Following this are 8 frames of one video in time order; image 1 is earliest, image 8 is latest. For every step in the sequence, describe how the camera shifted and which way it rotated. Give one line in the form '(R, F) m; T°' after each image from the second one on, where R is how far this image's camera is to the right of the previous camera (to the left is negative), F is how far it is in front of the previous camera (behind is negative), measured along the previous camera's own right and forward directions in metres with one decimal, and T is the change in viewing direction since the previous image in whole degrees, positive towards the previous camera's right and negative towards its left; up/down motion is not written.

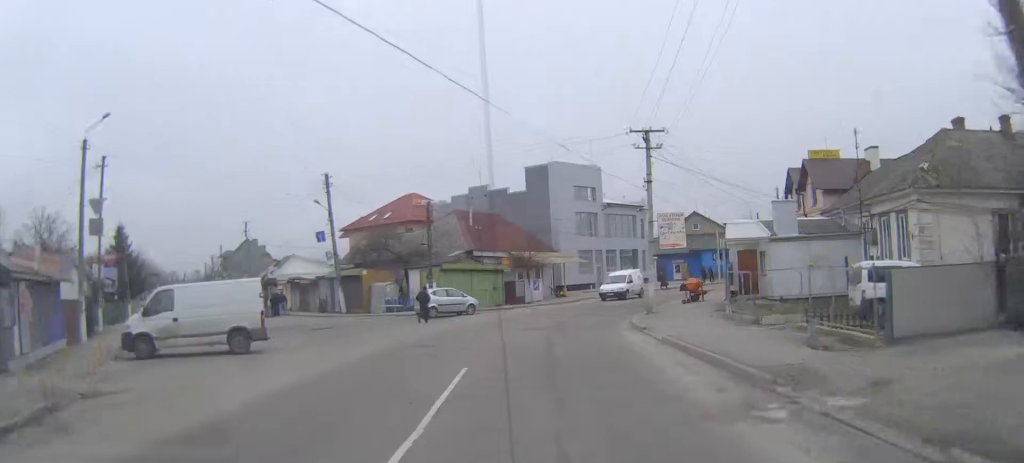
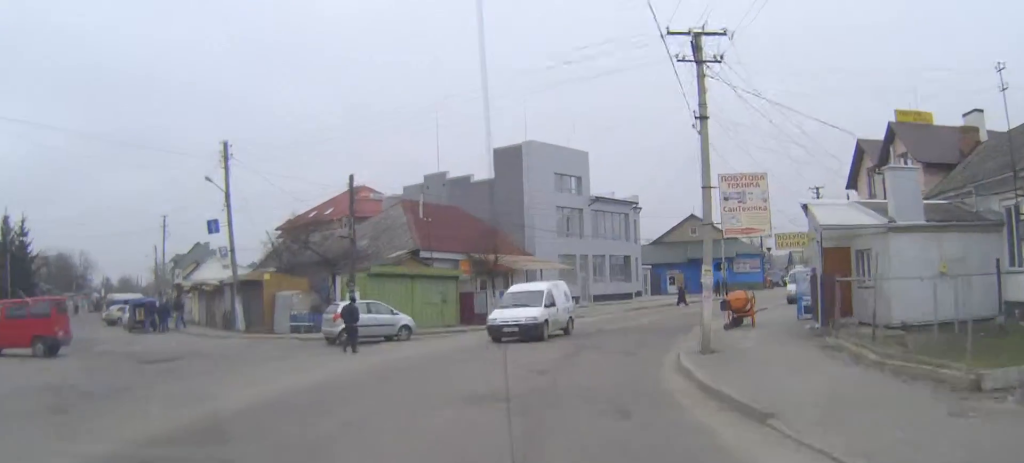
(+0.2, +13.6) m; +2°
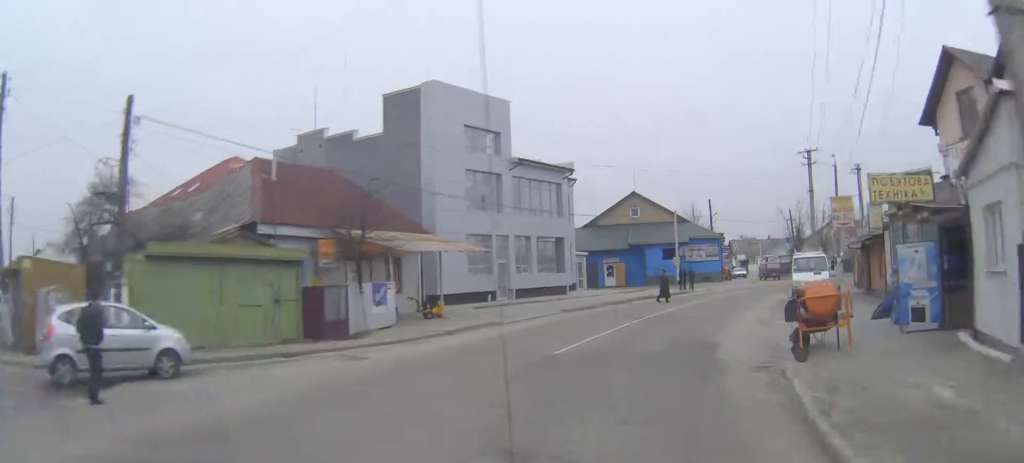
(+0.4, +13.6) m; +5°
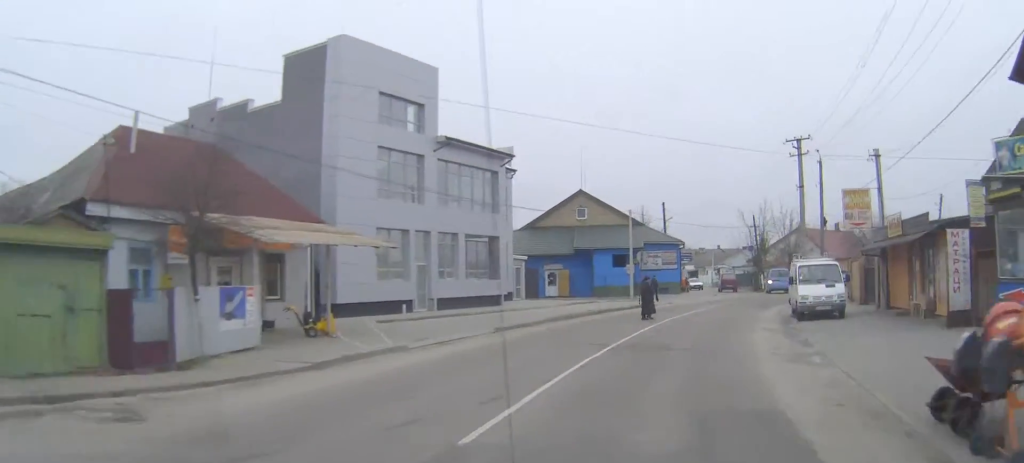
(+0.2, +7.9) m; +4°
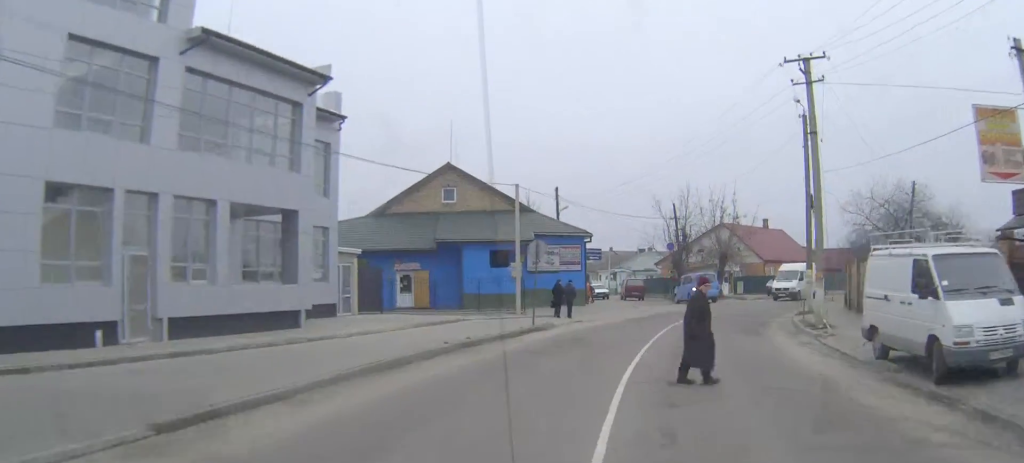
(+1.5, +15.9) m; +11°
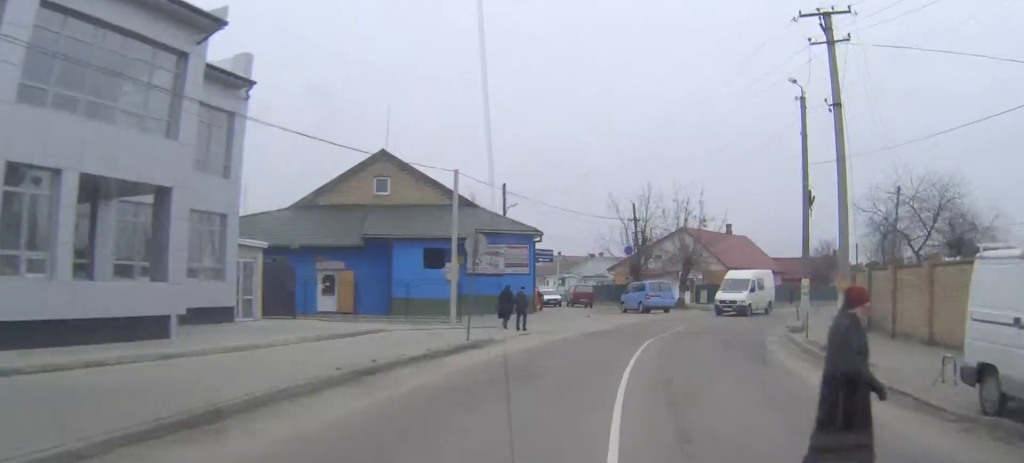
(+0.2, +5.5) m; +4°
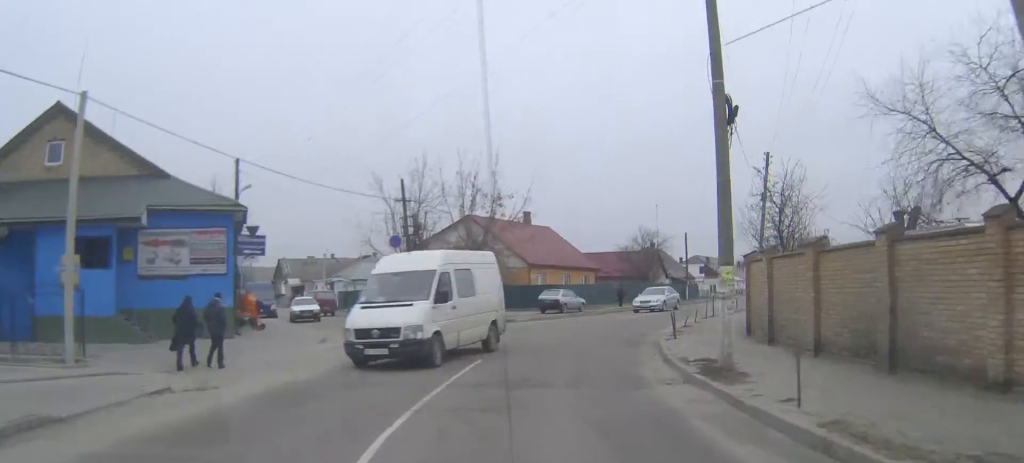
(+1.5, +13.9) m; +11°
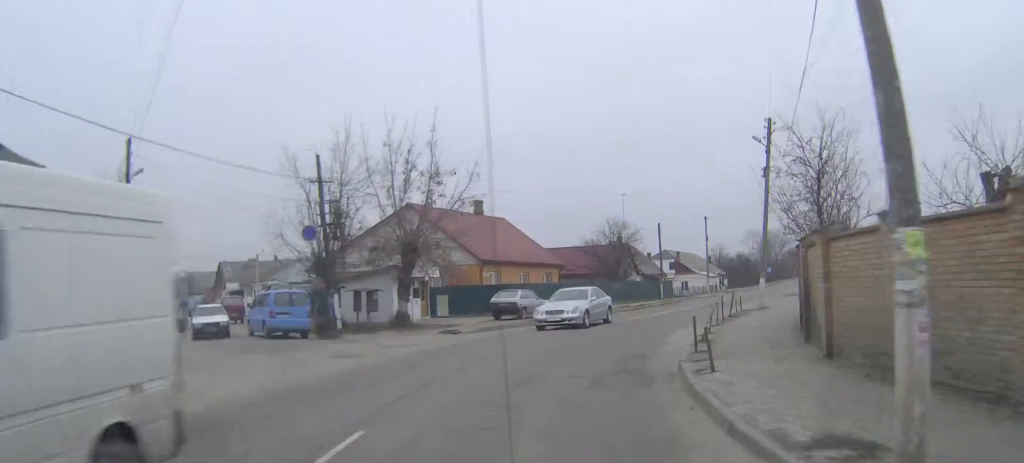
(+0.4, +8.1) m; +5°
